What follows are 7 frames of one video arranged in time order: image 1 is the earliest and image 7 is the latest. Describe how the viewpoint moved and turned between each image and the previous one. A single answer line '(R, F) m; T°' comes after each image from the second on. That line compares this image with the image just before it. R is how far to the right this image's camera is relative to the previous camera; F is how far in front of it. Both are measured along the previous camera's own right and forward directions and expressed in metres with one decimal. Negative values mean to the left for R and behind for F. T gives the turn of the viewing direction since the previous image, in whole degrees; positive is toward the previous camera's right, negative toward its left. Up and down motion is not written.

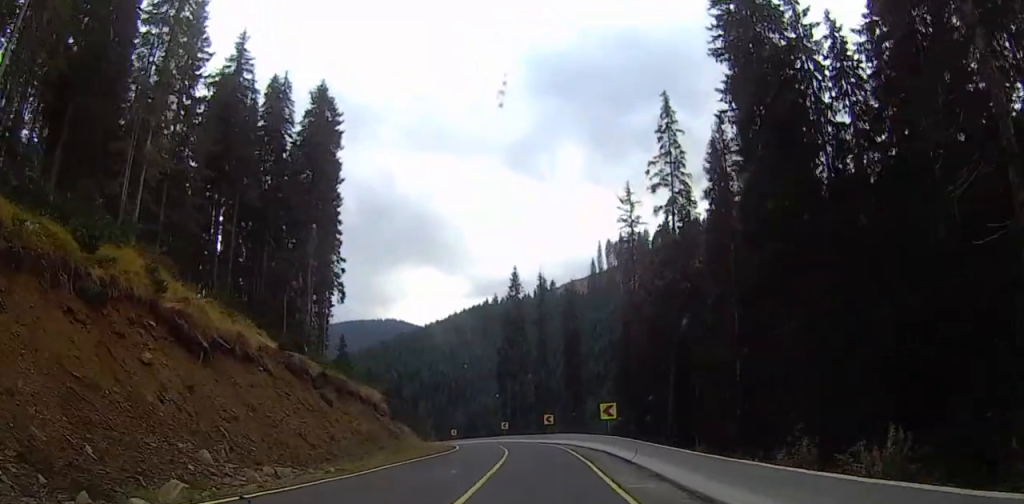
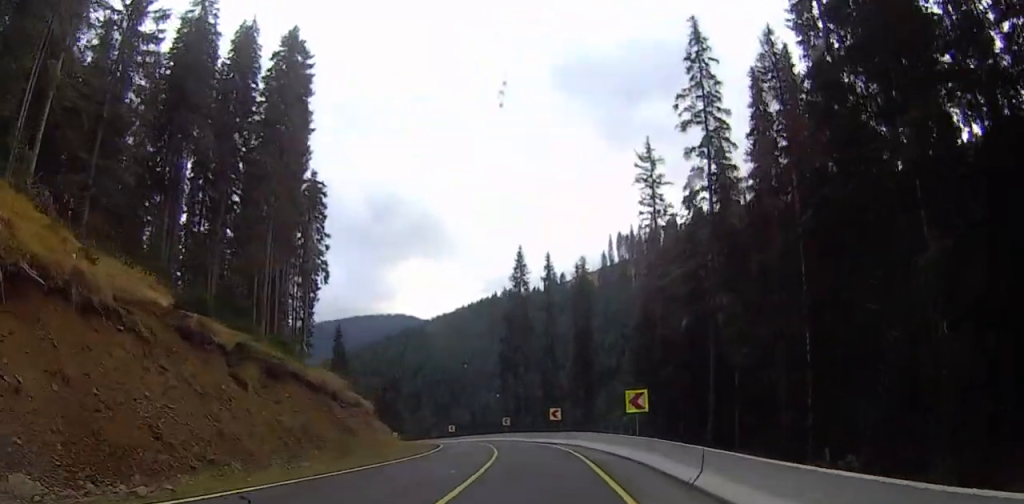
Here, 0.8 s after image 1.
(-0.1, +11.1) m; -3°
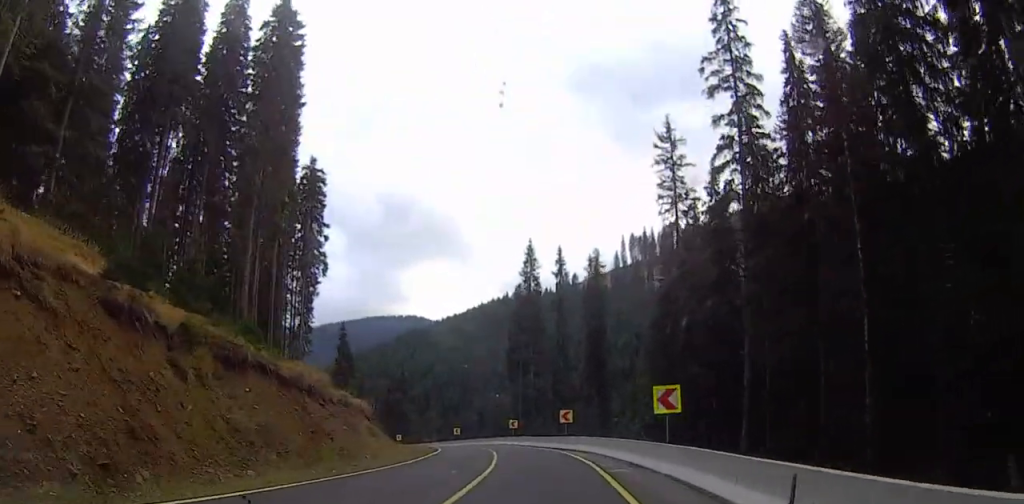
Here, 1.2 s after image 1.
(-0.1, +5.3) m; -2°
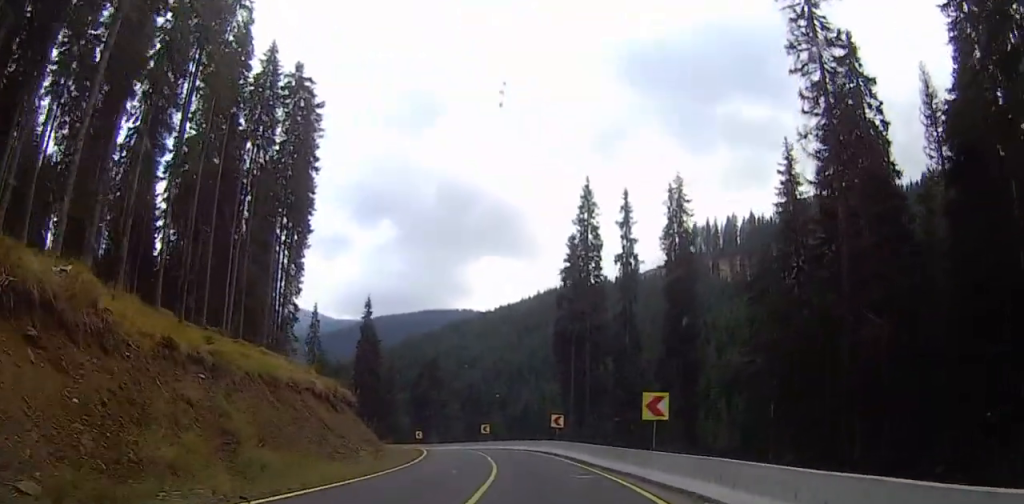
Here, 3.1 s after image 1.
(-1.2, +24.6) m; -3°
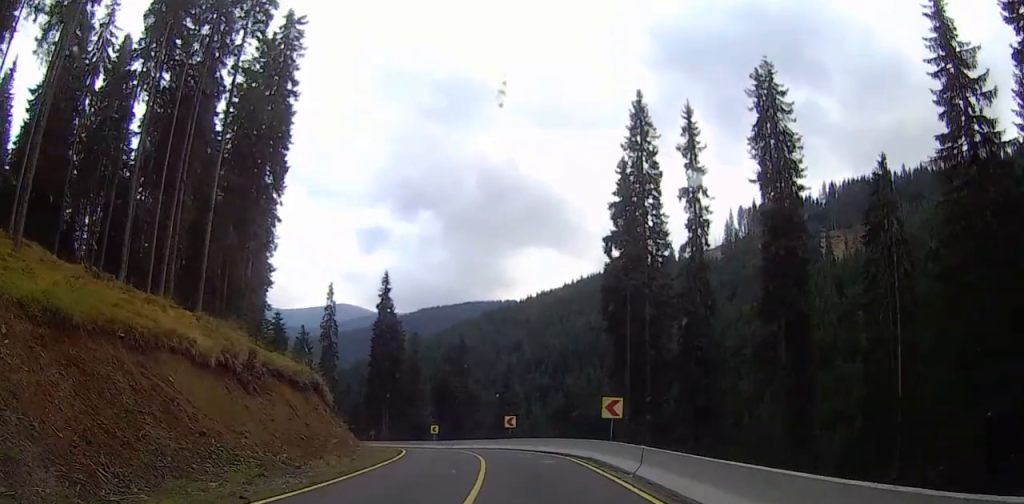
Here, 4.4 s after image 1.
(+0.5, +18.4) m; -3°
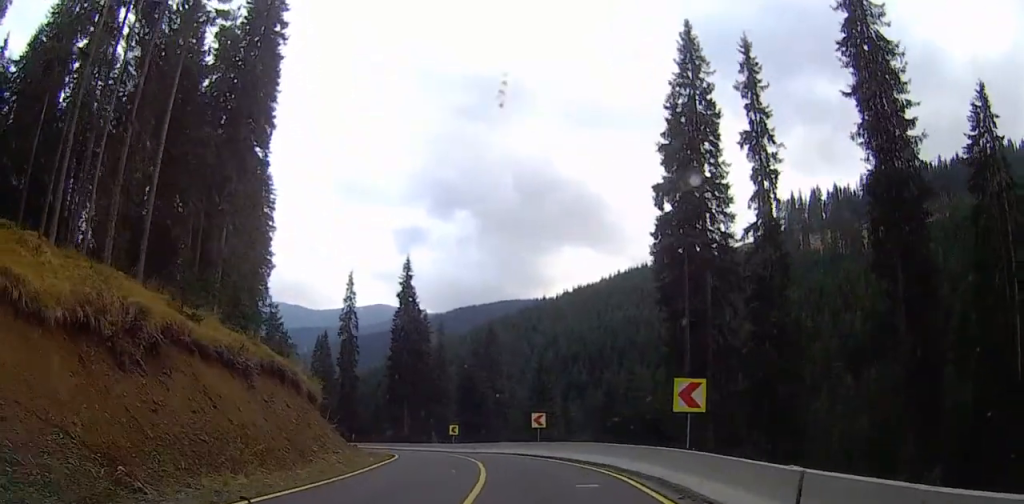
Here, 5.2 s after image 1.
(-1.0, +11.0) m; -5°
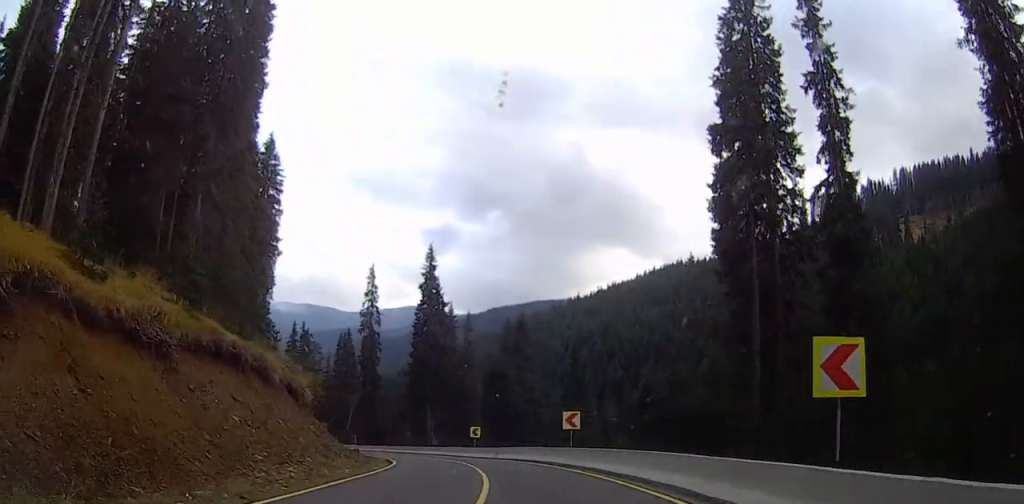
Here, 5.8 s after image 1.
(-0.3, +8.4) m; -4°
